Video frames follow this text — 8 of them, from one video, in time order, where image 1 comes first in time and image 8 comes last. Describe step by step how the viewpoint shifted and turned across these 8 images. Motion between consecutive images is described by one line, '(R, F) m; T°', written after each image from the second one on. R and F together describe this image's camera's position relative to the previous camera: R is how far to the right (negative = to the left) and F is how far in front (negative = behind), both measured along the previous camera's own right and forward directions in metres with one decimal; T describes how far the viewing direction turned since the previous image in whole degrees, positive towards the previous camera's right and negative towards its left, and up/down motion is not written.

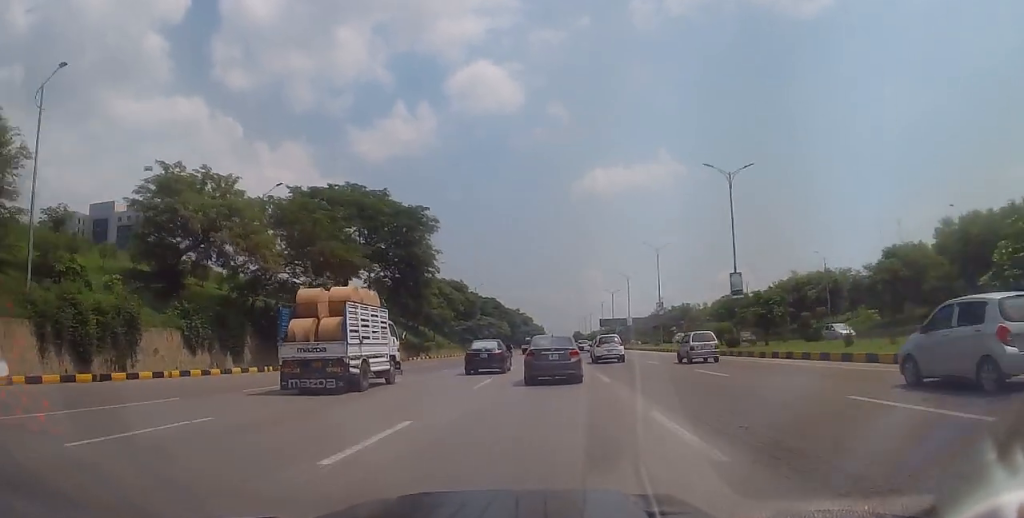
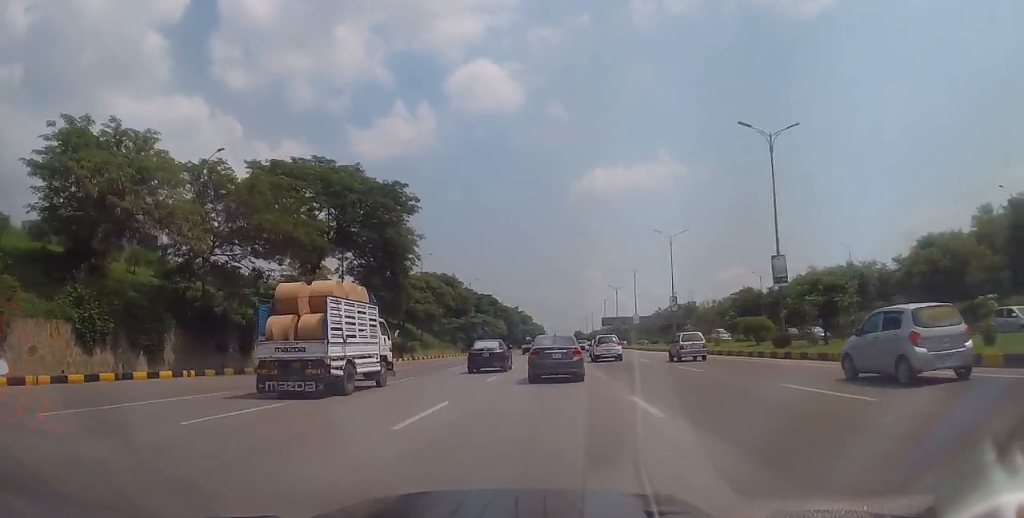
(+0.2, +9.3) m; -1°
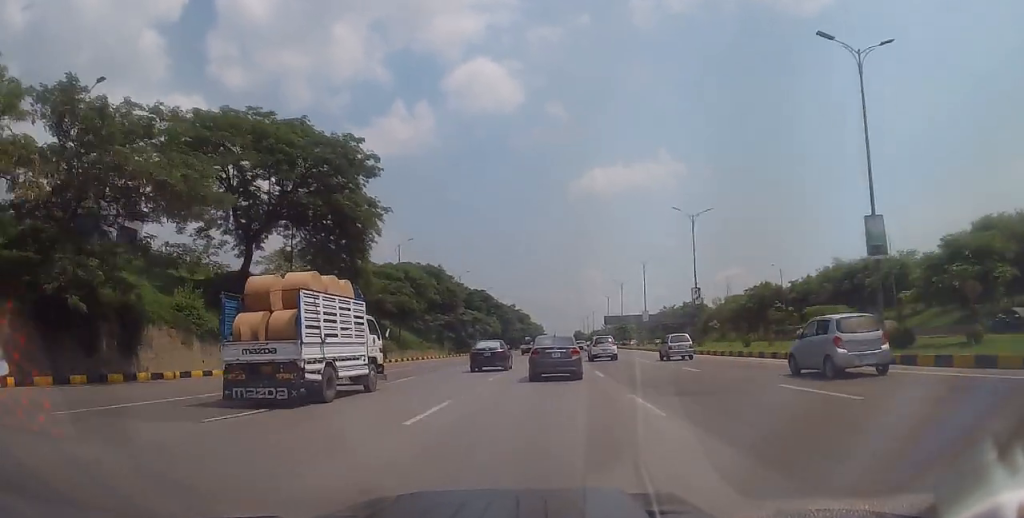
(-0.3, +12.0) m; +1°
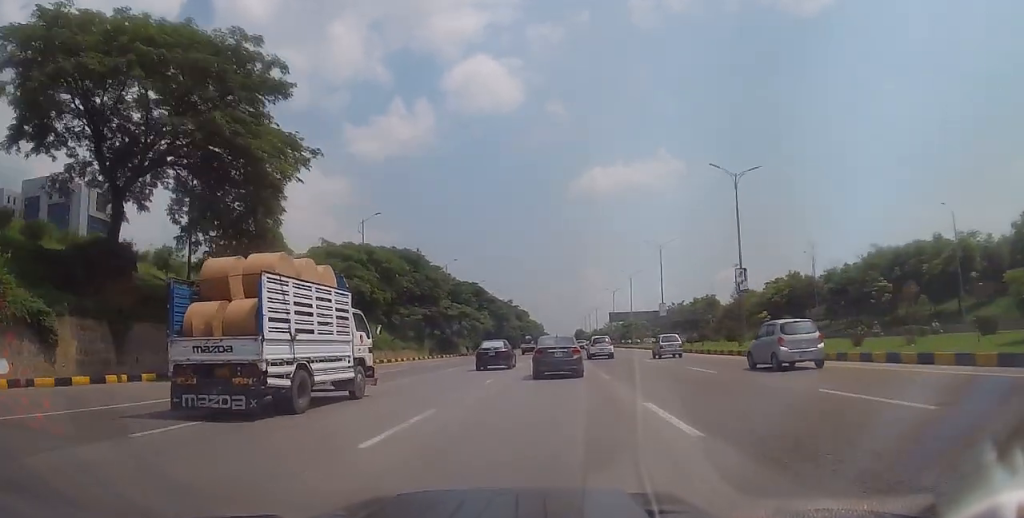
(+0.3, +14.8) m; 0°
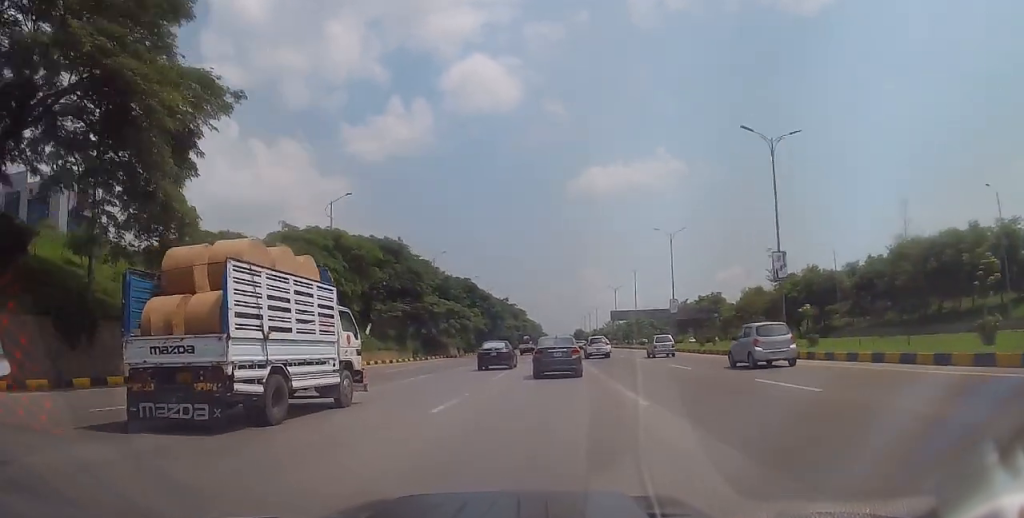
(+0.1, +8.5) m; 0°
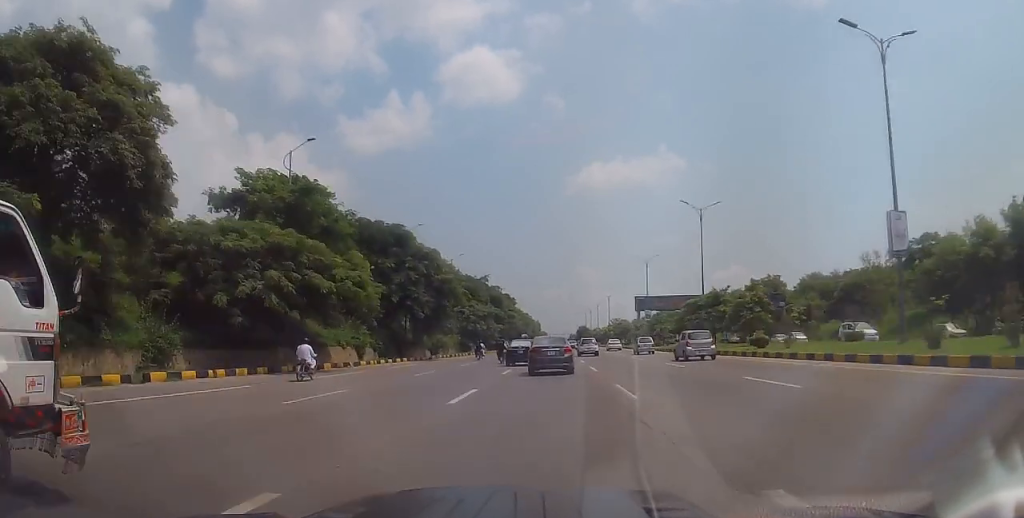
(-0.3, +48.5) m; -2°
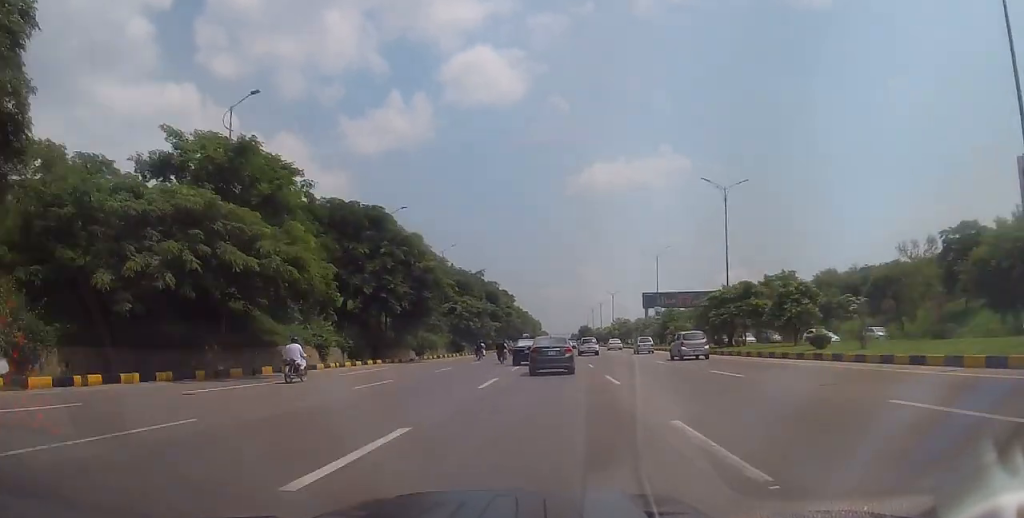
(-0.1, +8.2) m; 0°
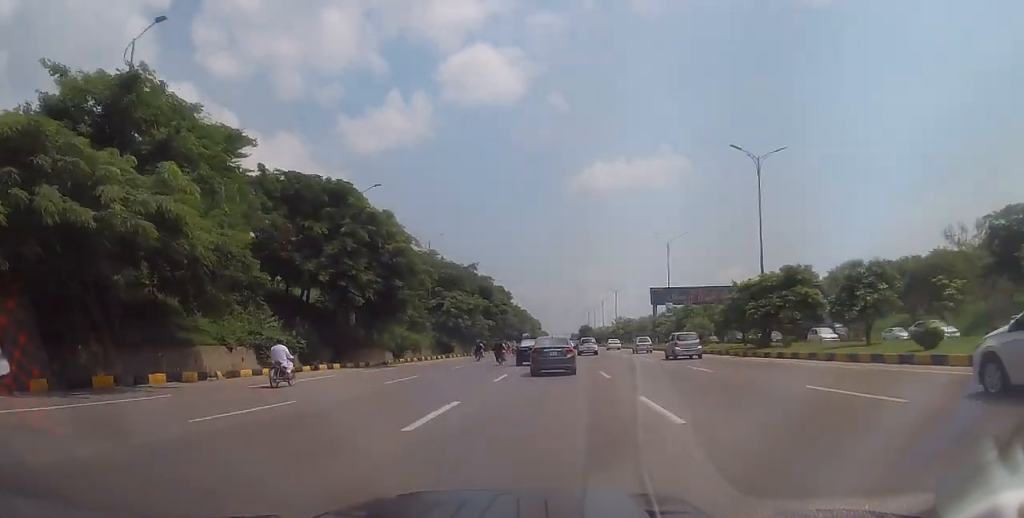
(0.0, +8.7) m; 0°
